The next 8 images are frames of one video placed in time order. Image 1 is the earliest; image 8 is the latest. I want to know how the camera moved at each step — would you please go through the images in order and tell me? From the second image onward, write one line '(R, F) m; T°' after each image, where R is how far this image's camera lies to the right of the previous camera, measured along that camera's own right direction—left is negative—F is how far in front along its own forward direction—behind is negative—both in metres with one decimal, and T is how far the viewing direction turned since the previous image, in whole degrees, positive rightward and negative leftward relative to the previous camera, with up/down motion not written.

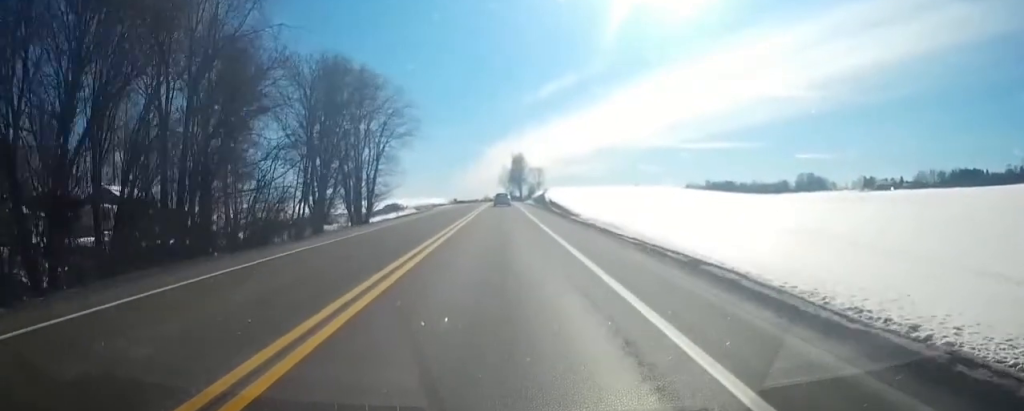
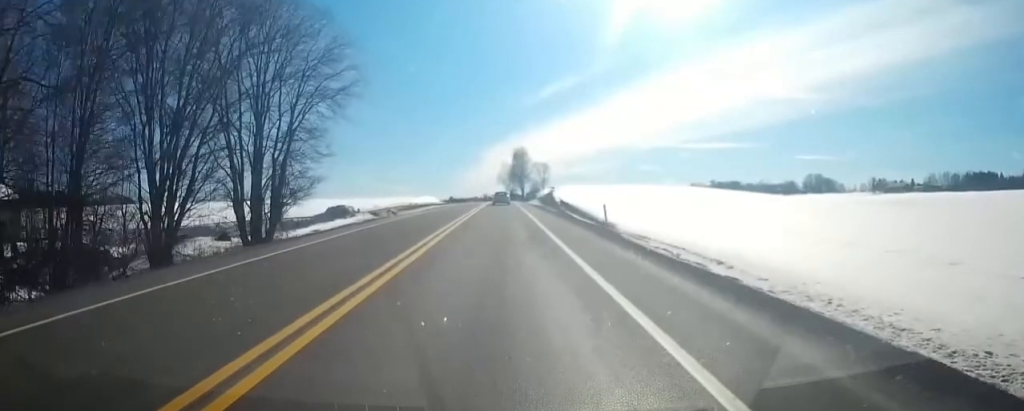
(+0.1, +22.5) m; 0°
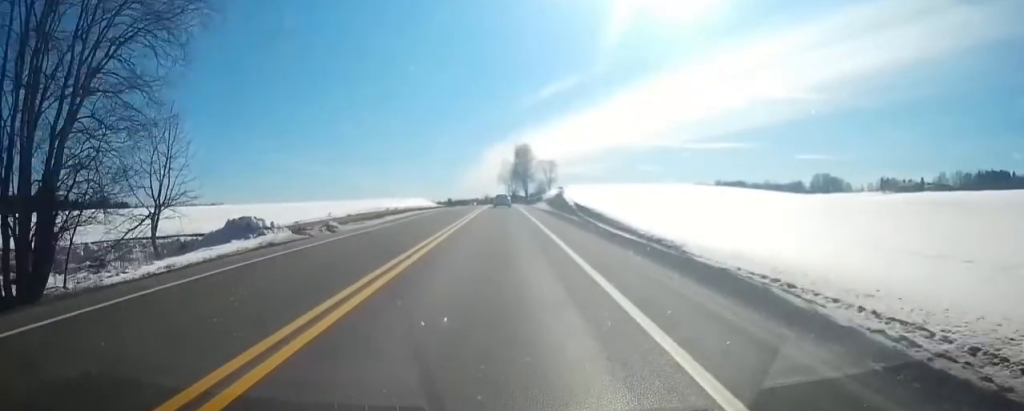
(-0.1, +17.7) m; -1°
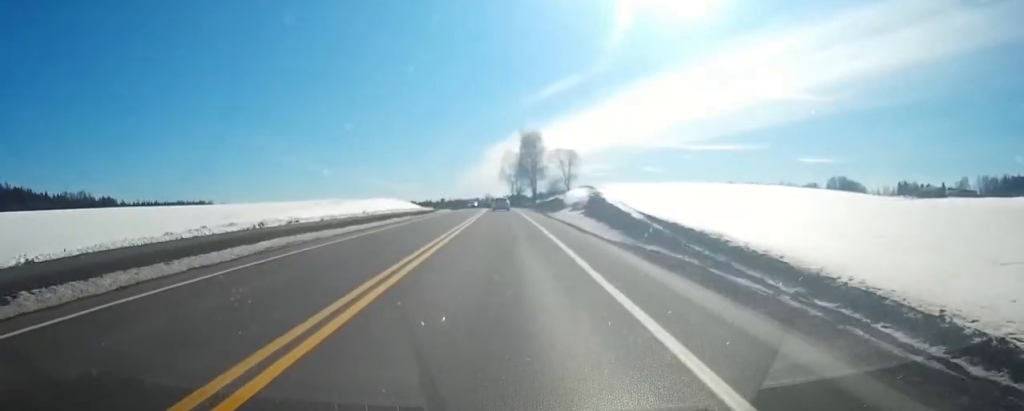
(-0.2, +38.0) m; 0°
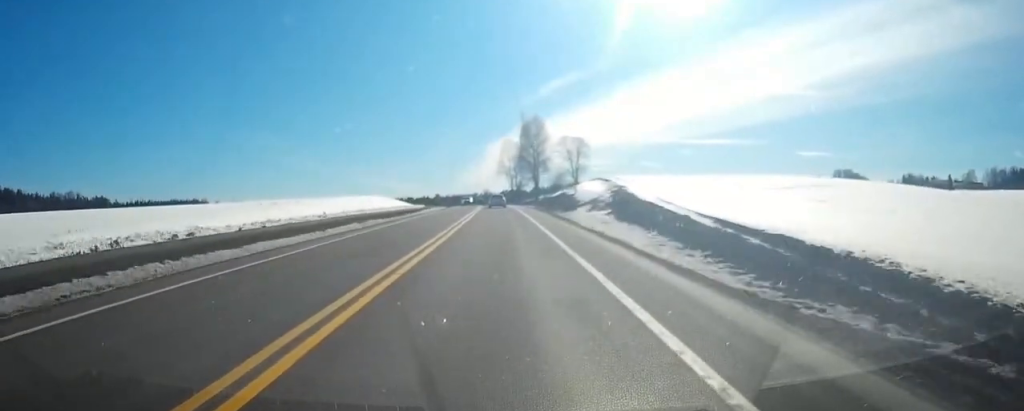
(+0.1, +13.7) m; 0°
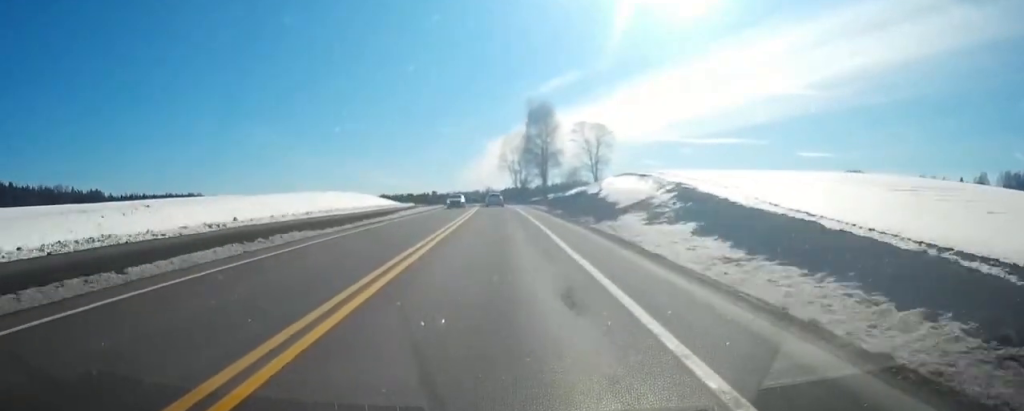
(-0.1, +17.3) m; 0°
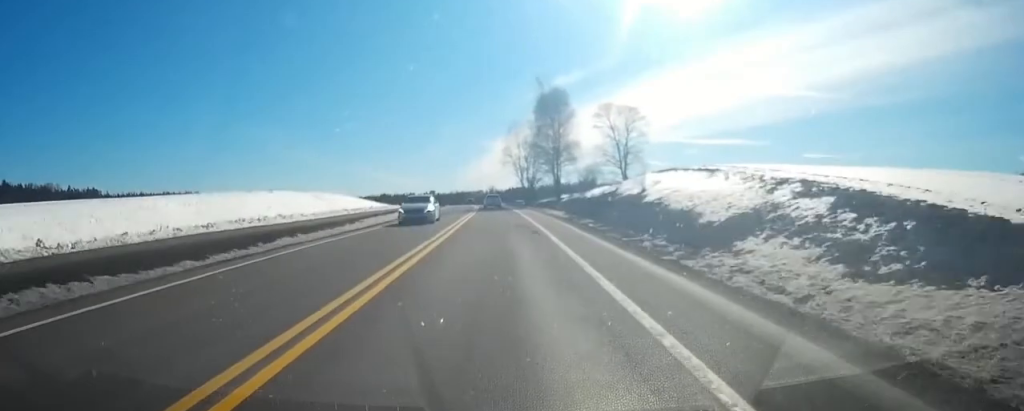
(0.0, +15.1) m; 0°
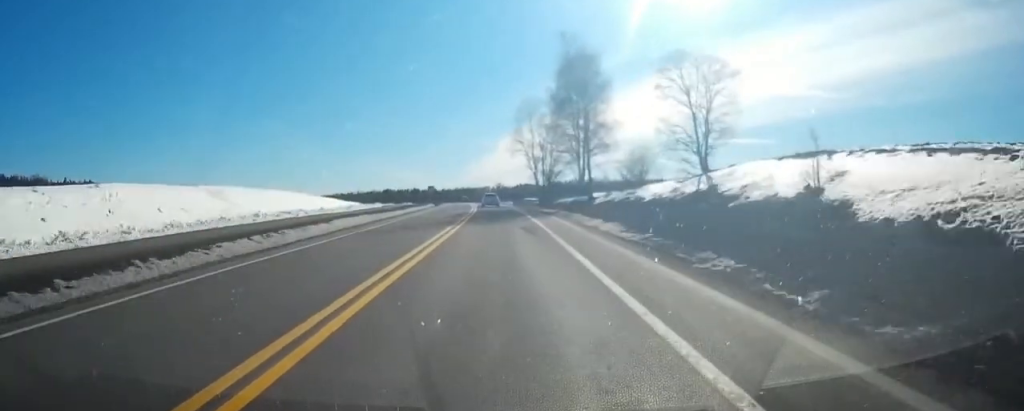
(-0.1, +22.3) m; -1°
